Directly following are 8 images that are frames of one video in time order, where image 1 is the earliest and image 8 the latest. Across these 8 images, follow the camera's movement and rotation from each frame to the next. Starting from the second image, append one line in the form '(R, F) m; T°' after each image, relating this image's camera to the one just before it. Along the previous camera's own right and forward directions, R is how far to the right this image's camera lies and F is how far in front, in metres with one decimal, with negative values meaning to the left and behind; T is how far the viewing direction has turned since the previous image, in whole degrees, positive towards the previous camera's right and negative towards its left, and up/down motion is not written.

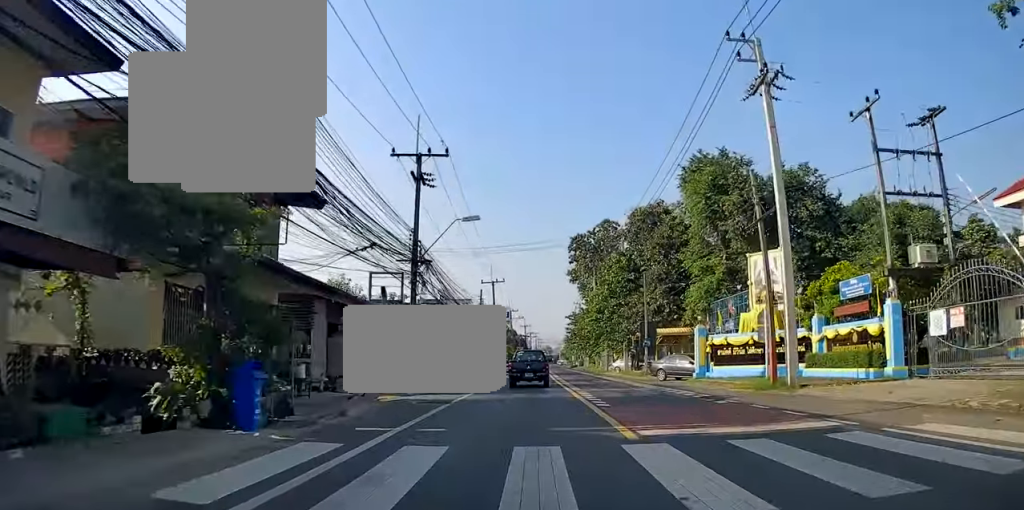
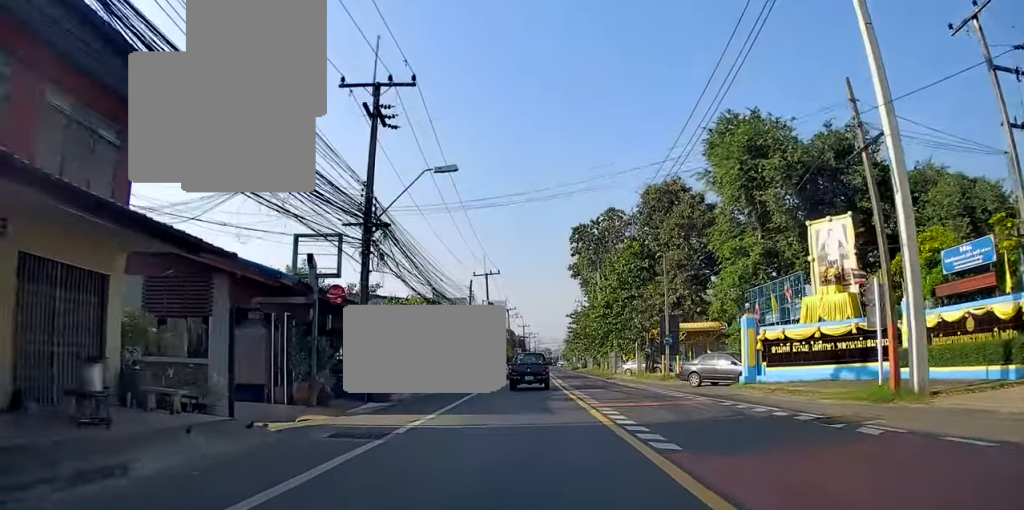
(0.0, +8.2) m; 0°
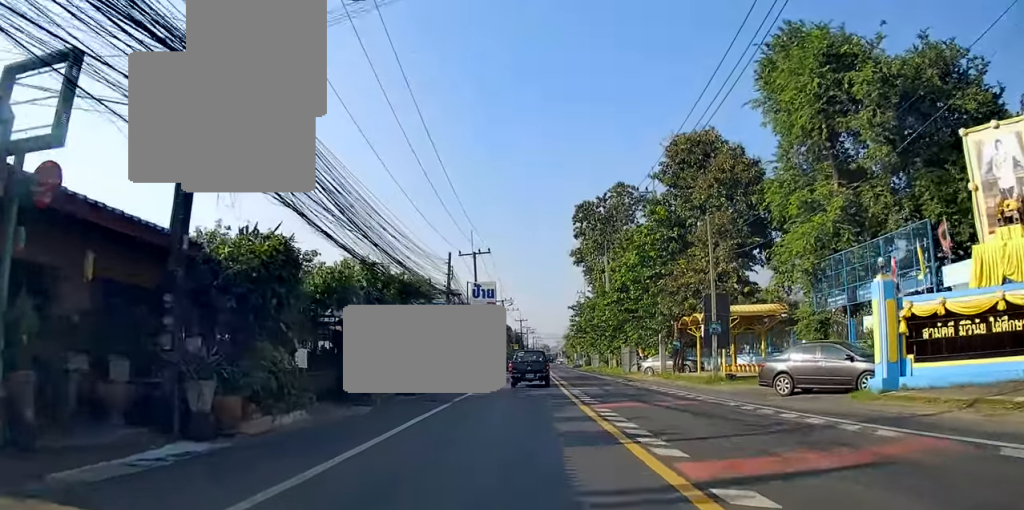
(0.0, +11.1) m; 0°
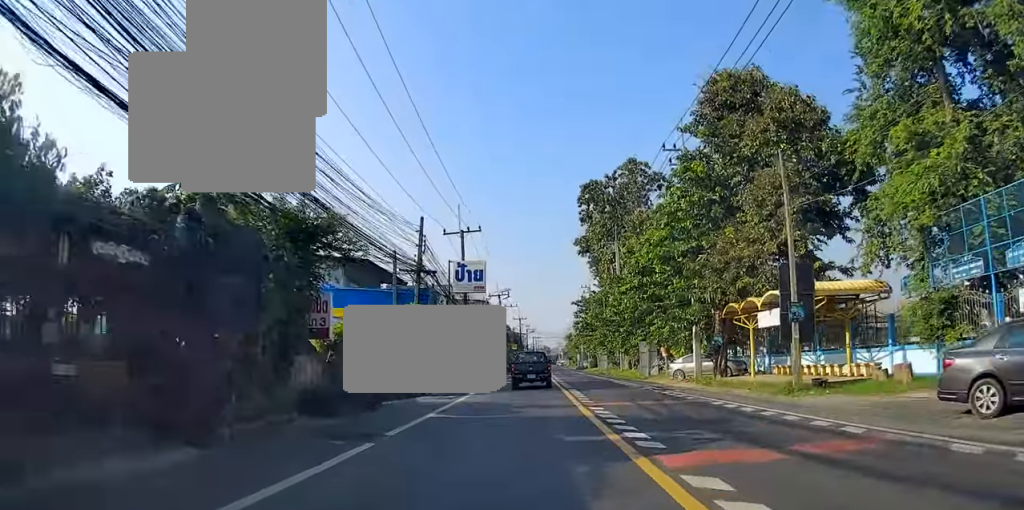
(0.0, +9.0) m; 0°
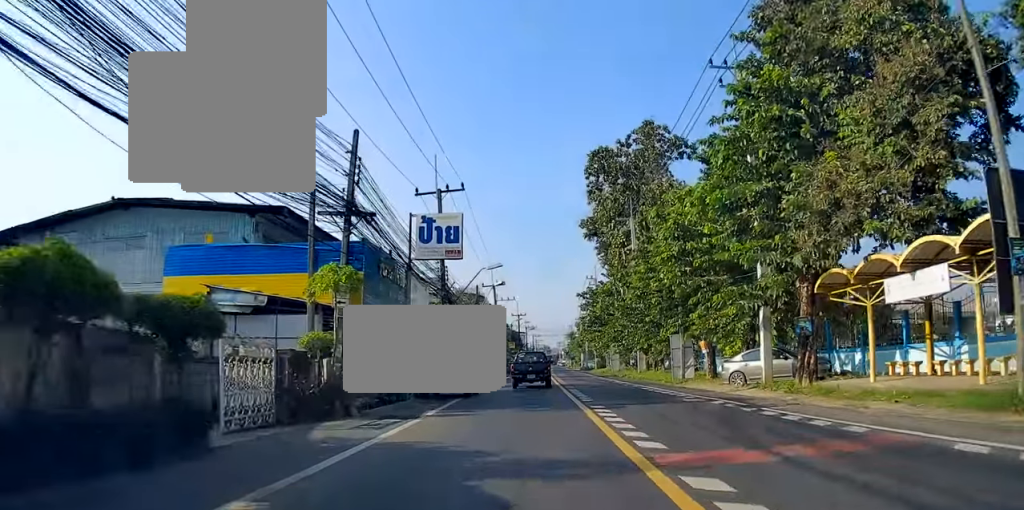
(0.0, +10.7) m; 0°
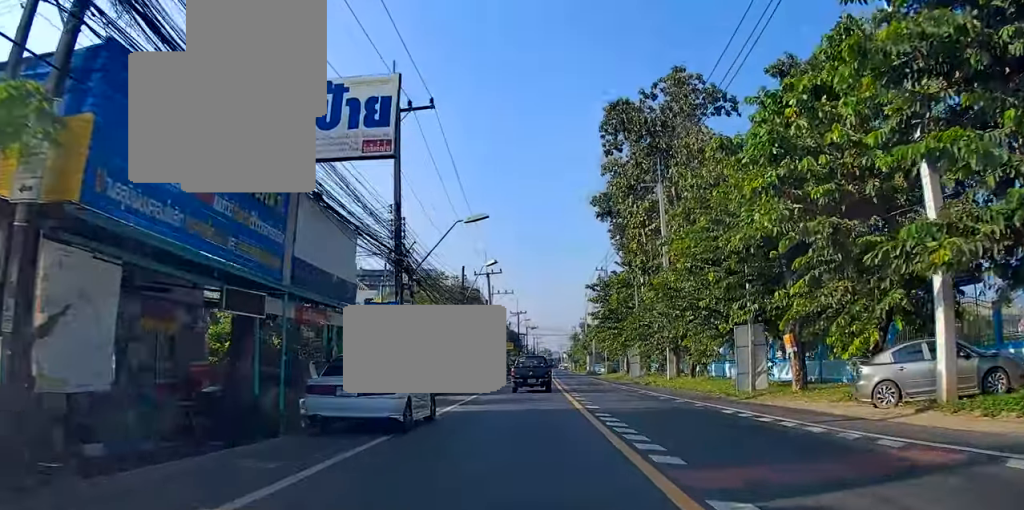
(0.0, +10.9) m; 0°
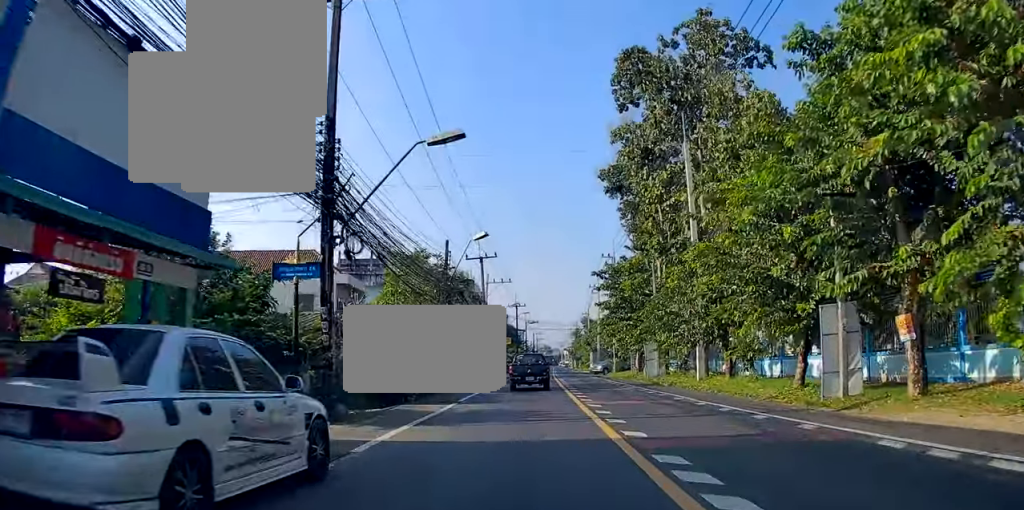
(0.0, +7.4) m; 0°
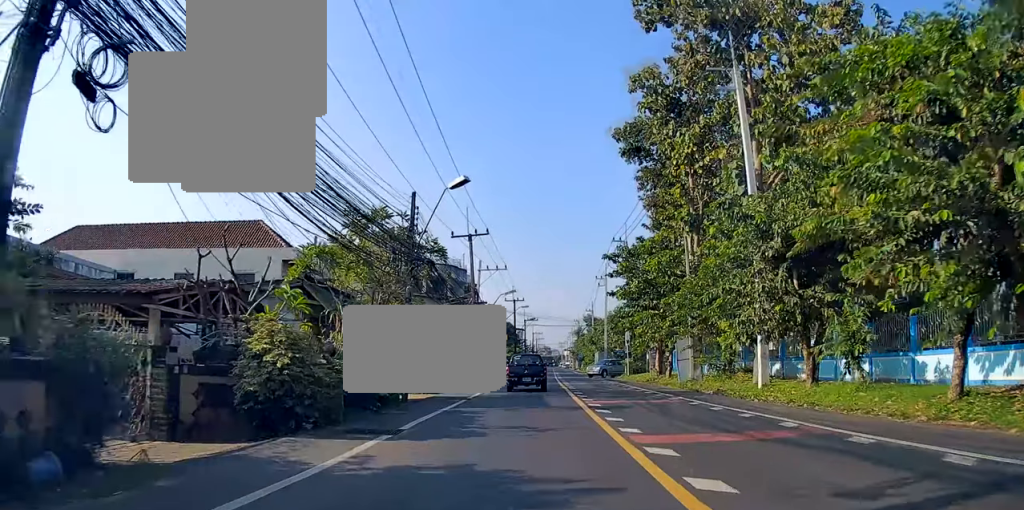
(0.0, +8.6) m; 0°
